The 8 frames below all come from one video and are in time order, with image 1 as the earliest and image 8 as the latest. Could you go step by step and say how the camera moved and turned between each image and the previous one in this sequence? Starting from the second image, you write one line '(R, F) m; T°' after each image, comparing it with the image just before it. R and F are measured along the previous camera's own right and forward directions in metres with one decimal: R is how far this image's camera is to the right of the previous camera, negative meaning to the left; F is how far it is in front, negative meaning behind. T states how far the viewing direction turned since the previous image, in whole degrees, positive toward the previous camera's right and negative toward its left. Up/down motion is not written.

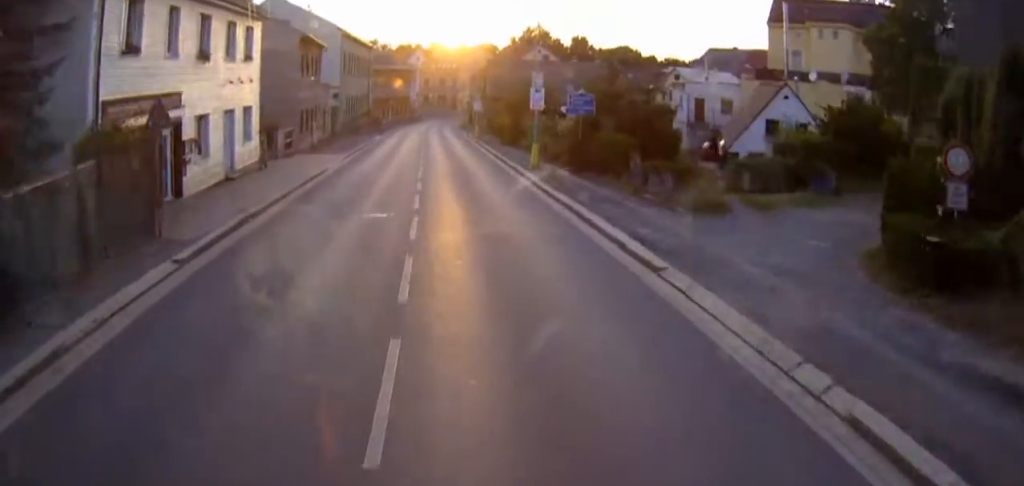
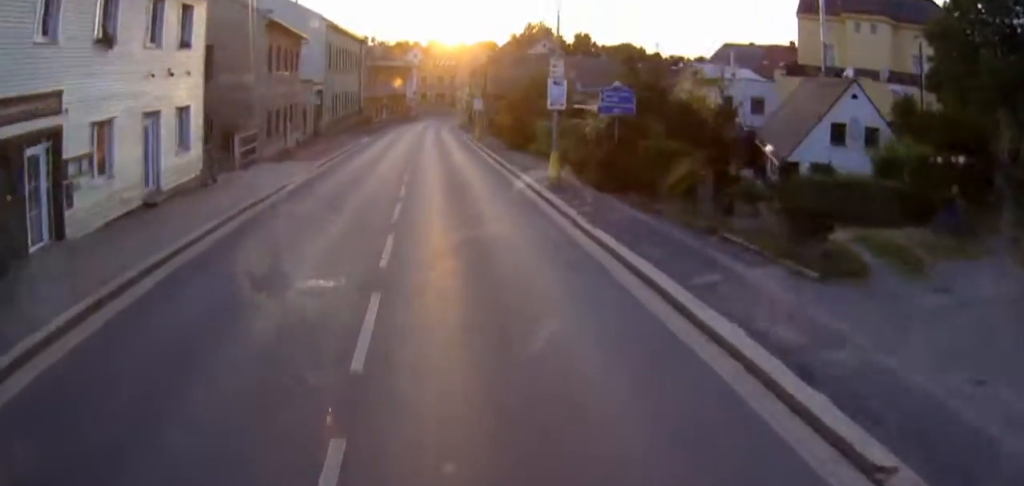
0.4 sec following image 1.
(-0.1, +6.5) m; -1°
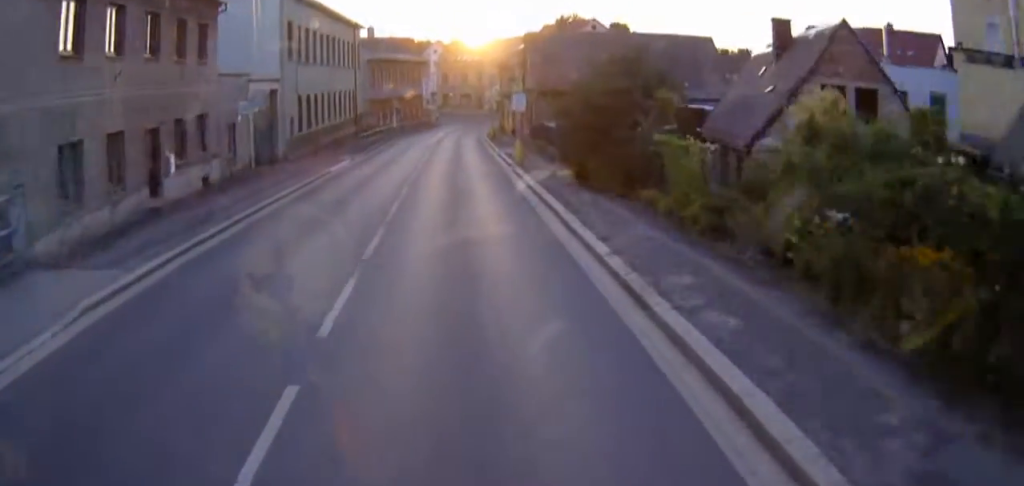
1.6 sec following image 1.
(-0.3, +19.6) m; 0°
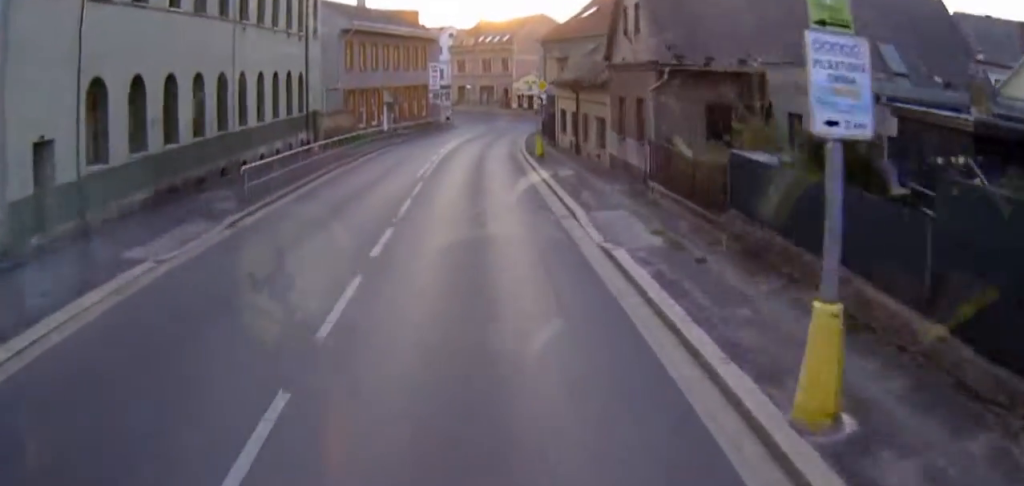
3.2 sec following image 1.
(+0.6, +25.8) m; +2°
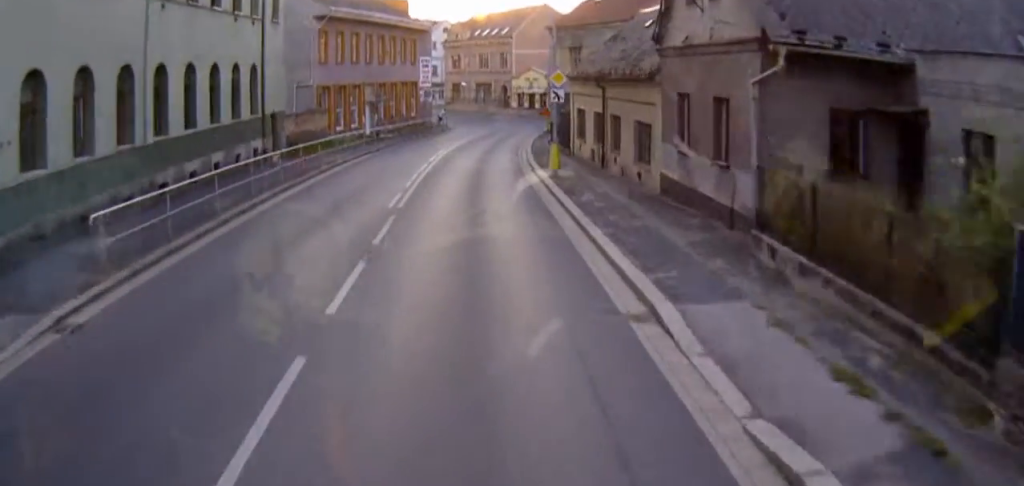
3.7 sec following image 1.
(-0.1, +7.8) m; +1°
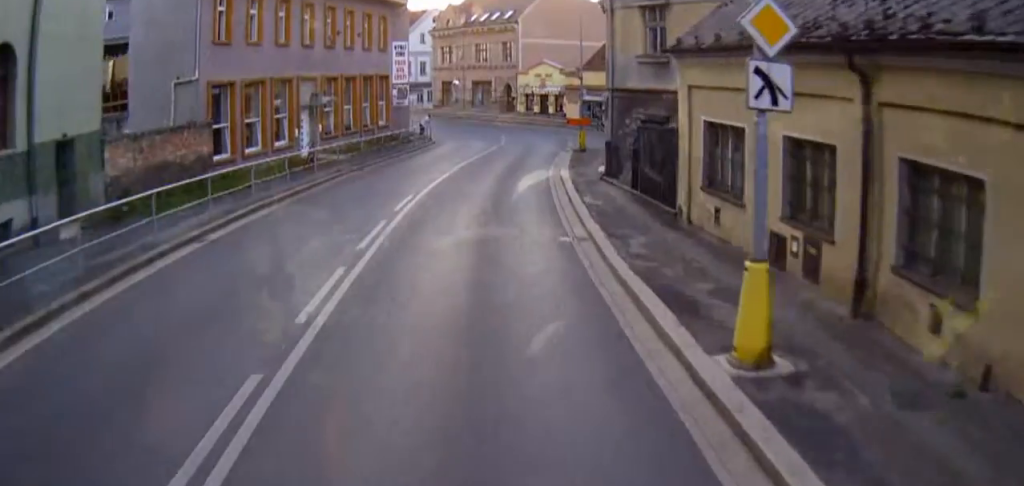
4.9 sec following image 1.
(+0.5, +18.6) m; +5°
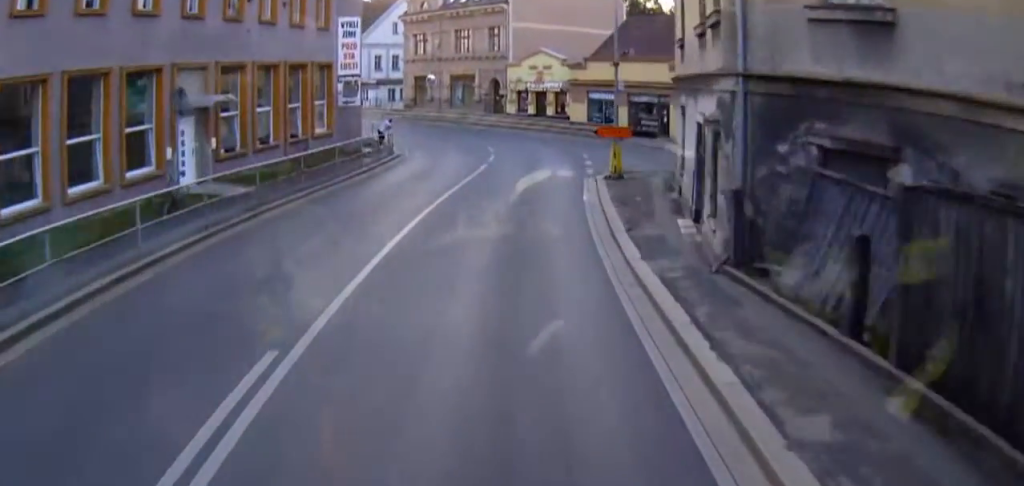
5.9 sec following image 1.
(+0.6, +13.0) m; 0°
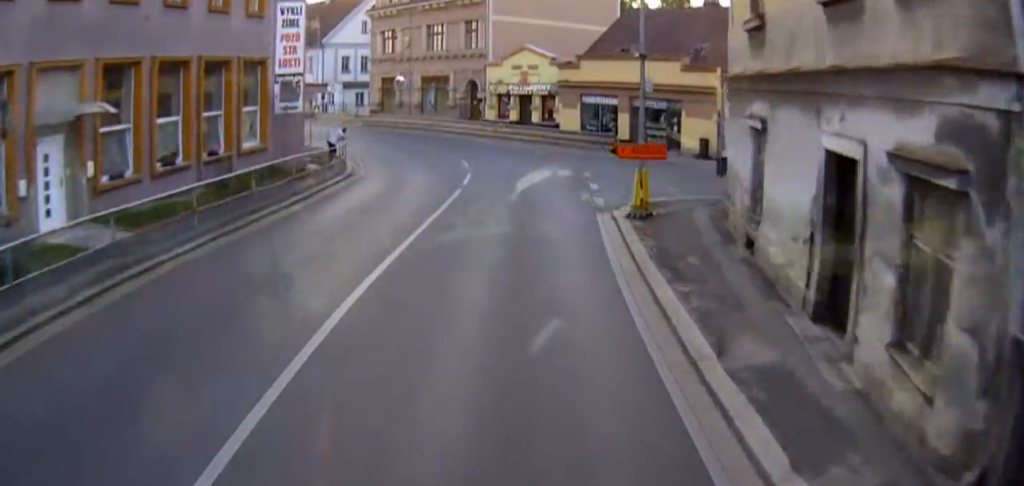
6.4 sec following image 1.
(-0.2, +7.1) m; 0°
